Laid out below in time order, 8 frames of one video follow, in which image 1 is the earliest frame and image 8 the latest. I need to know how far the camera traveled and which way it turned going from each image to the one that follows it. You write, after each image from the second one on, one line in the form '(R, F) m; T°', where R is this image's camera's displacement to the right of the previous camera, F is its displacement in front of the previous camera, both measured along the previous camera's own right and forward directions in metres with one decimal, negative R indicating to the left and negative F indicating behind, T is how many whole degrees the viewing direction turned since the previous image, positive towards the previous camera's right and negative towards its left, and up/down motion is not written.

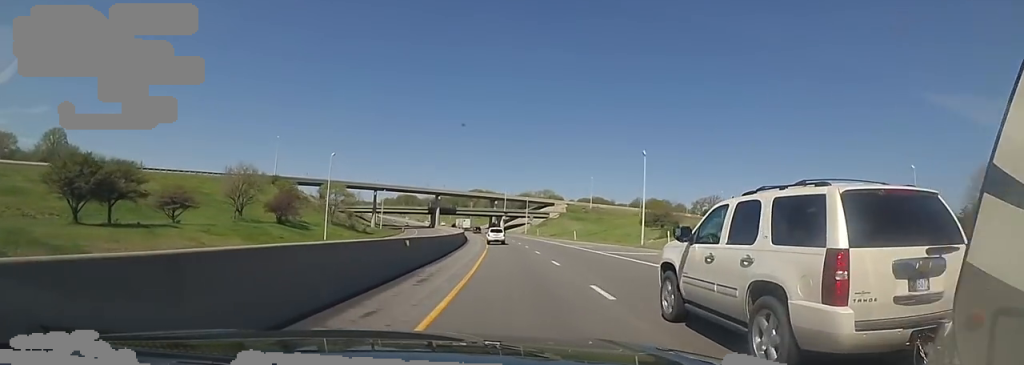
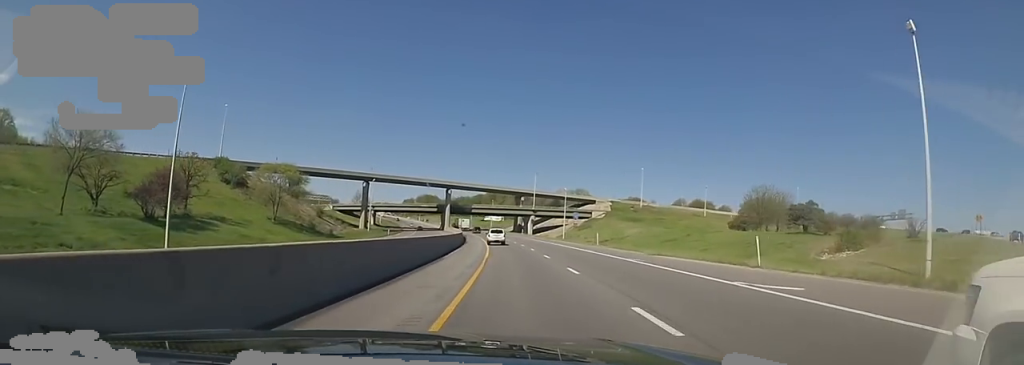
(-2.9, +42.7) m; -3°
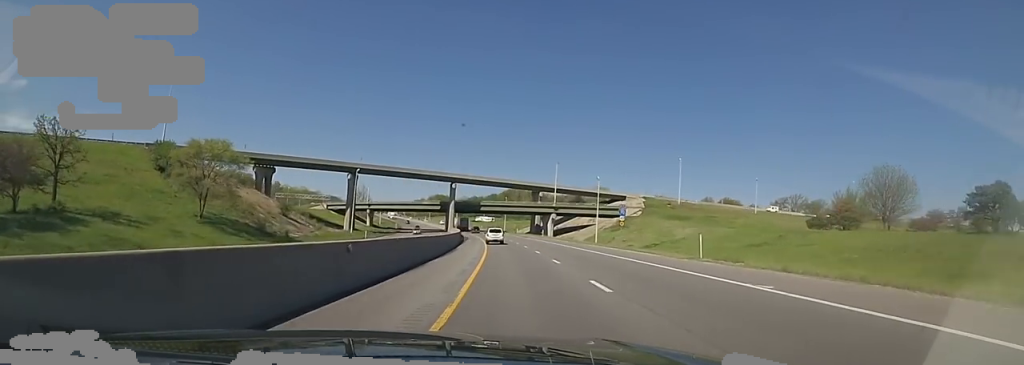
(+1.2, +24.9) m; -2°
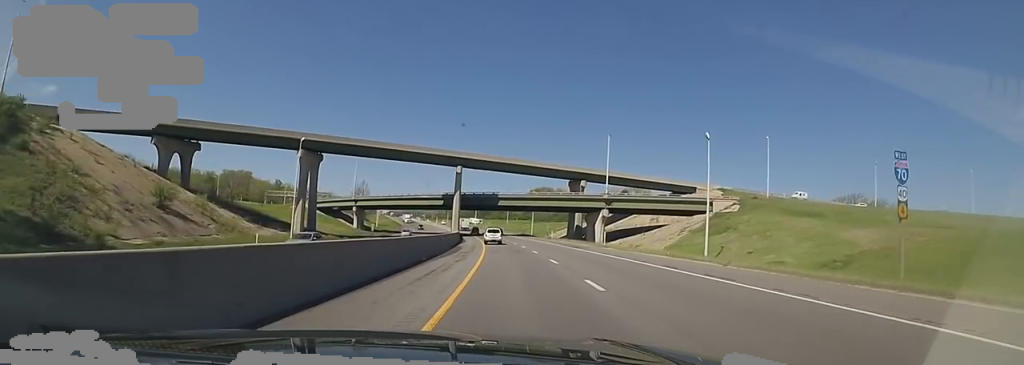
(-3.6, +39.1) m; -5°
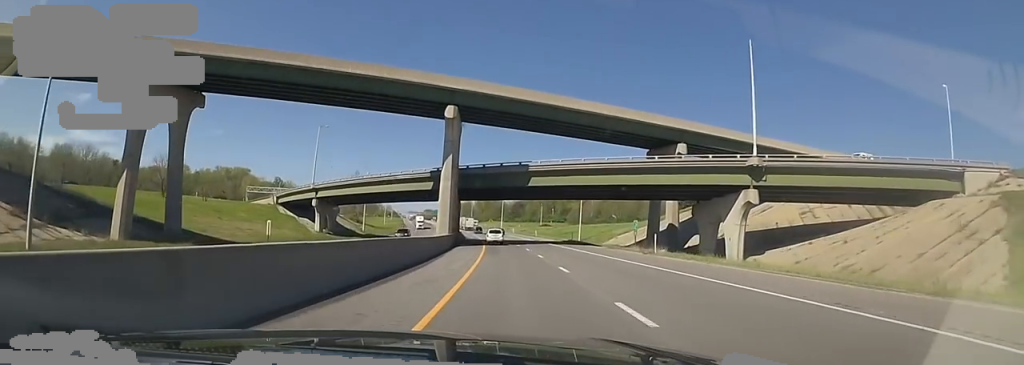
(0.0, +43.6) m; -2°
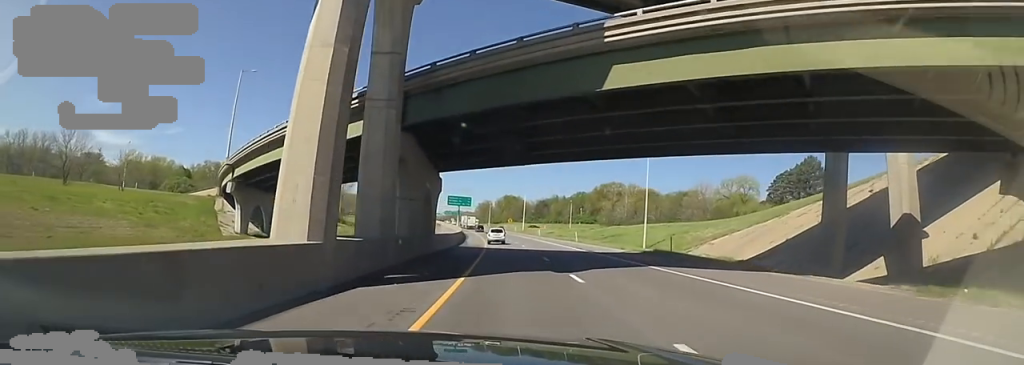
(-0.9, +32.8) m; -3°
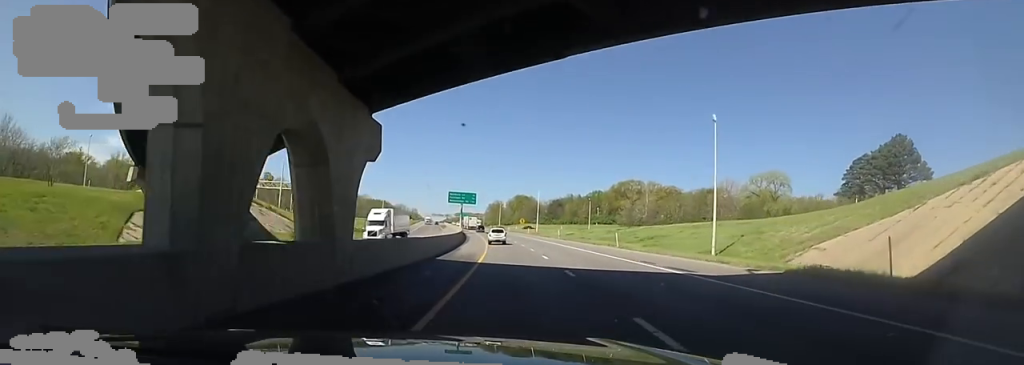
(-0.3, +17.5) m; -2°
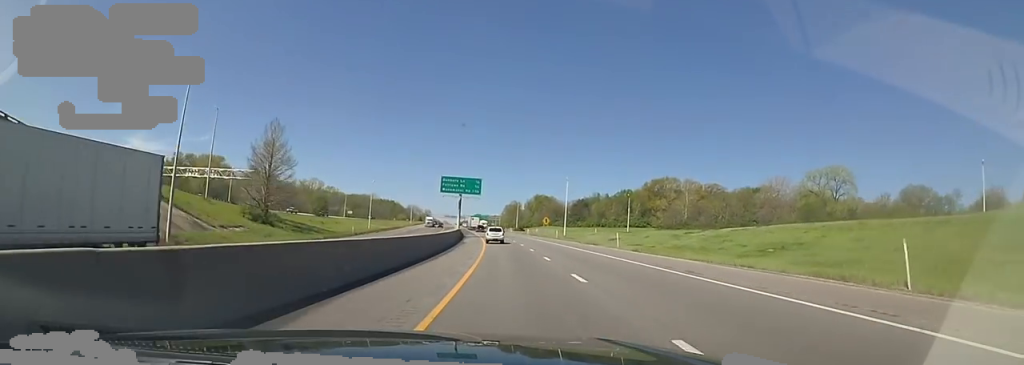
(-0.4, +30.7) m; -2°
